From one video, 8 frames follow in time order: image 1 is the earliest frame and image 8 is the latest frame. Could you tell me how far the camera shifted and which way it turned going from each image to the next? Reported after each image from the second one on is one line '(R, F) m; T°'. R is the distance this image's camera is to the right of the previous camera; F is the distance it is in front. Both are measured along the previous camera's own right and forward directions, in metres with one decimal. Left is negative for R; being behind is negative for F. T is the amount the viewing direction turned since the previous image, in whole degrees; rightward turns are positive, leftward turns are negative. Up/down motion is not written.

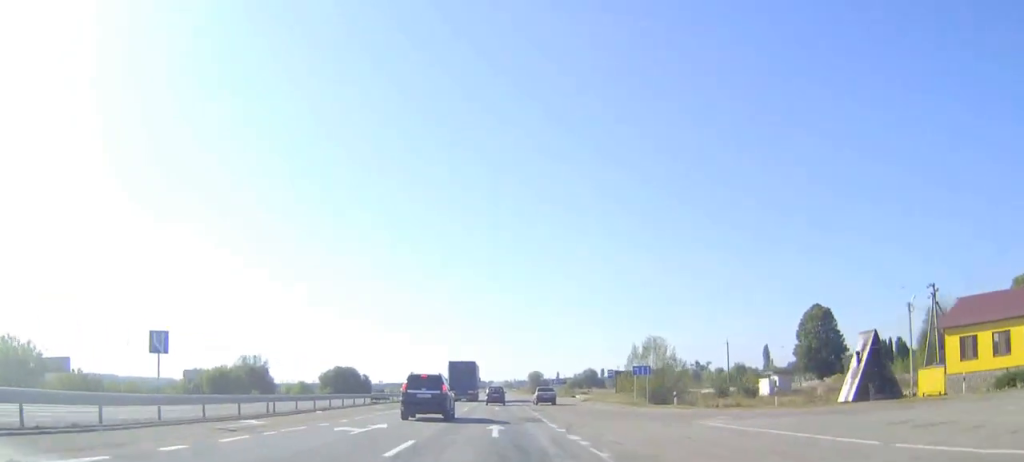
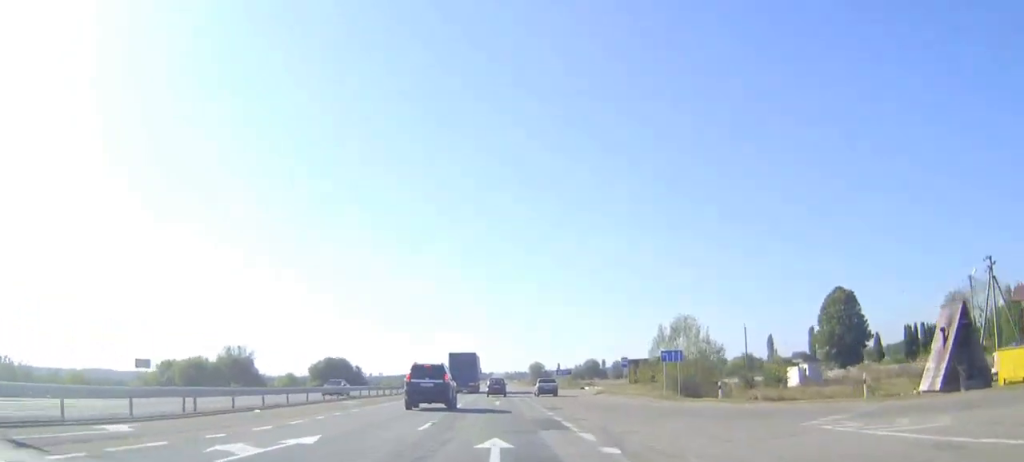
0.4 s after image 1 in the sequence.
(0.0, +9.8) m; 0°
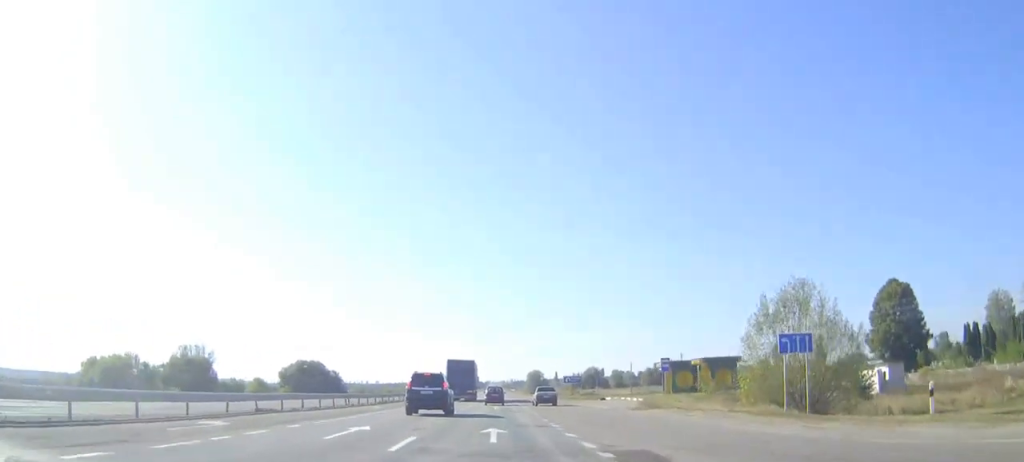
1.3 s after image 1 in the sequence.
(0.0, +20.4) m; 0°
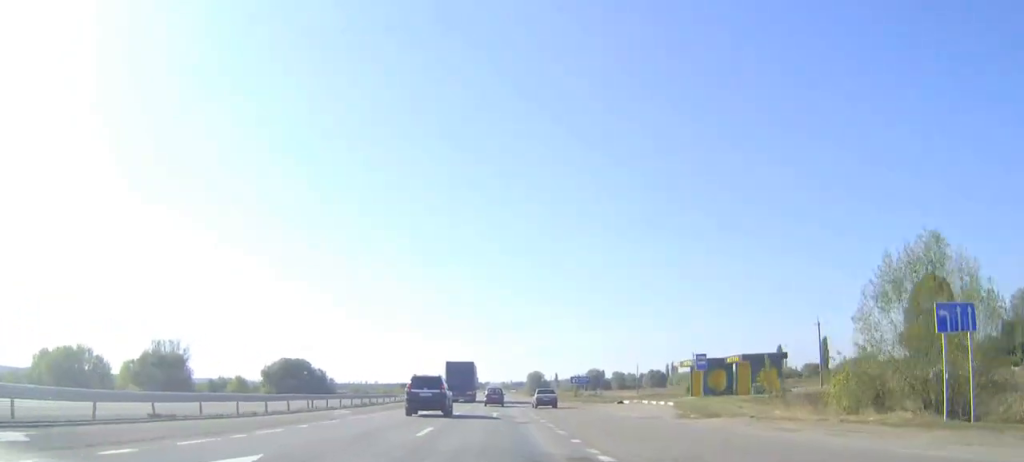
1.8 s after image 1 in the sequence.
(0.0, +10.6) m; 0°
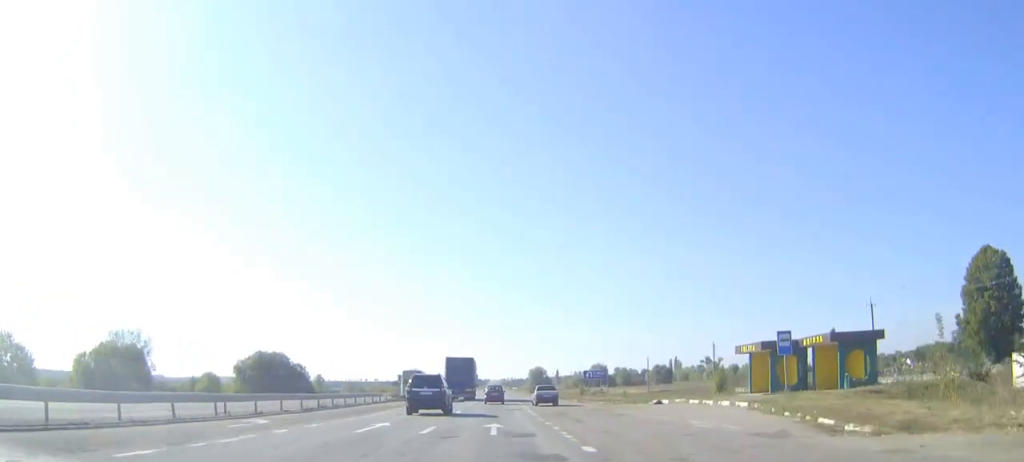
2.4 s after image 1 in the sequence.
(0.0, +14.5) m; 0°
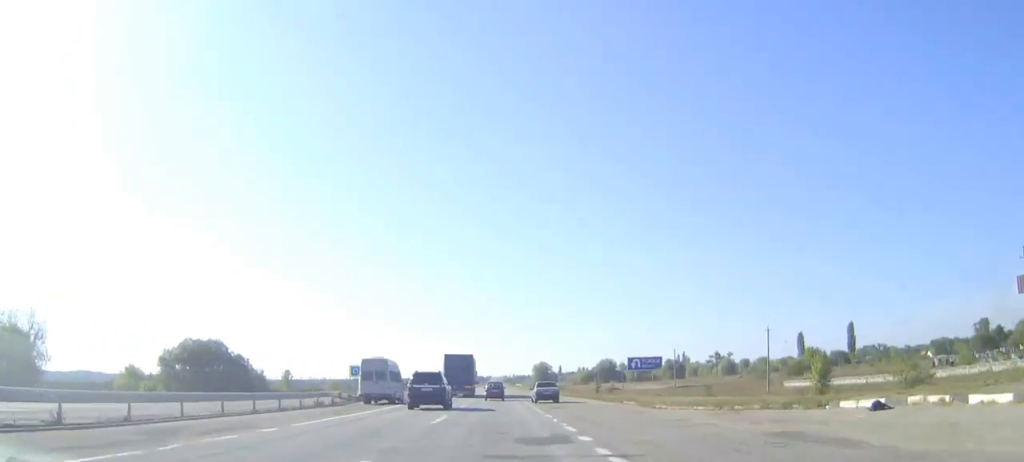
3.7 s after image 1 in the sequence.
(0.0, +28.5) m; 0°
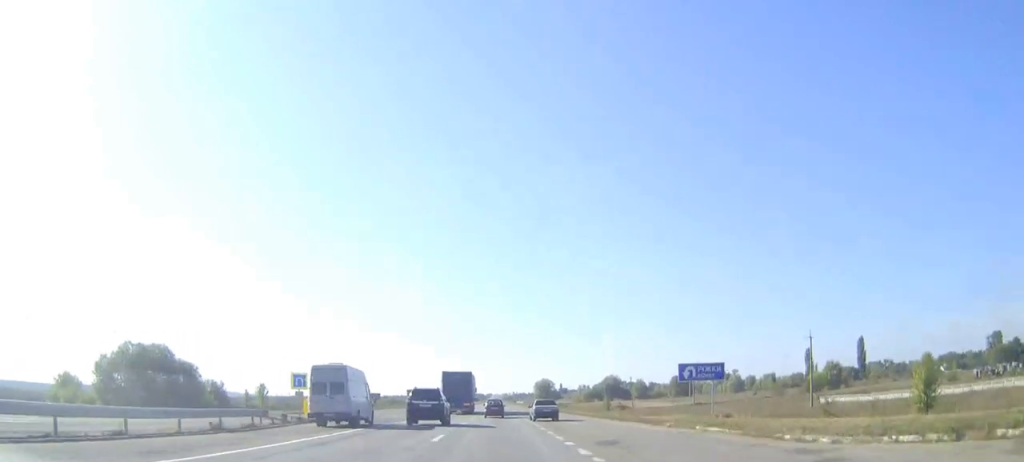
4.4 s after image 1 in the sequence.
(0.0, +16.4) m; 0°
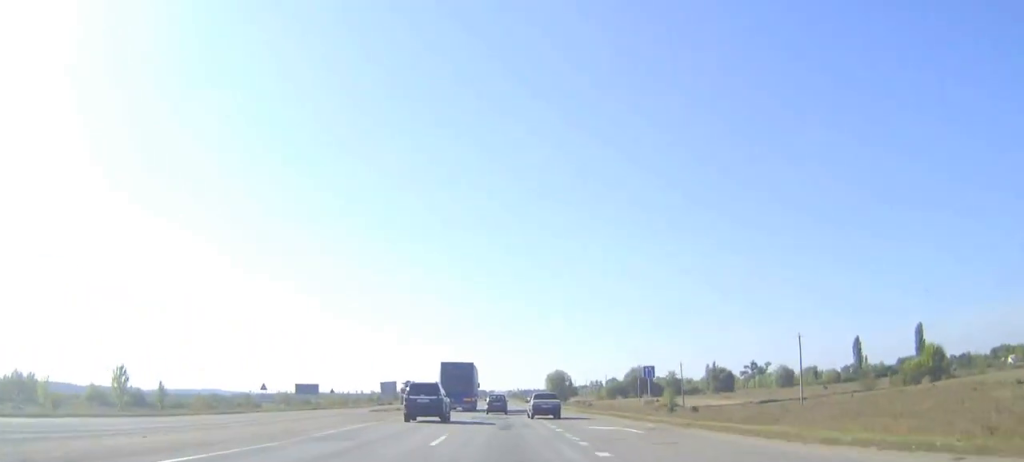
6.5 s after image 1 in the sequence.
(-0.1, +49.3) m; 0°
